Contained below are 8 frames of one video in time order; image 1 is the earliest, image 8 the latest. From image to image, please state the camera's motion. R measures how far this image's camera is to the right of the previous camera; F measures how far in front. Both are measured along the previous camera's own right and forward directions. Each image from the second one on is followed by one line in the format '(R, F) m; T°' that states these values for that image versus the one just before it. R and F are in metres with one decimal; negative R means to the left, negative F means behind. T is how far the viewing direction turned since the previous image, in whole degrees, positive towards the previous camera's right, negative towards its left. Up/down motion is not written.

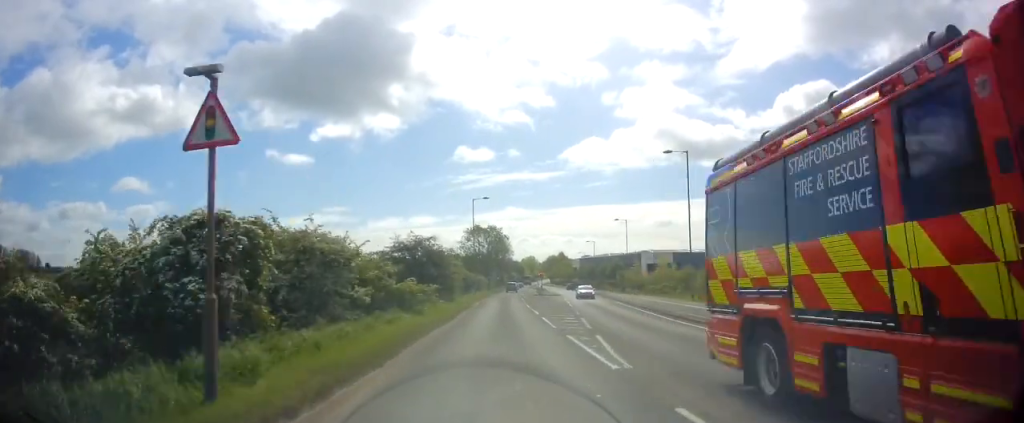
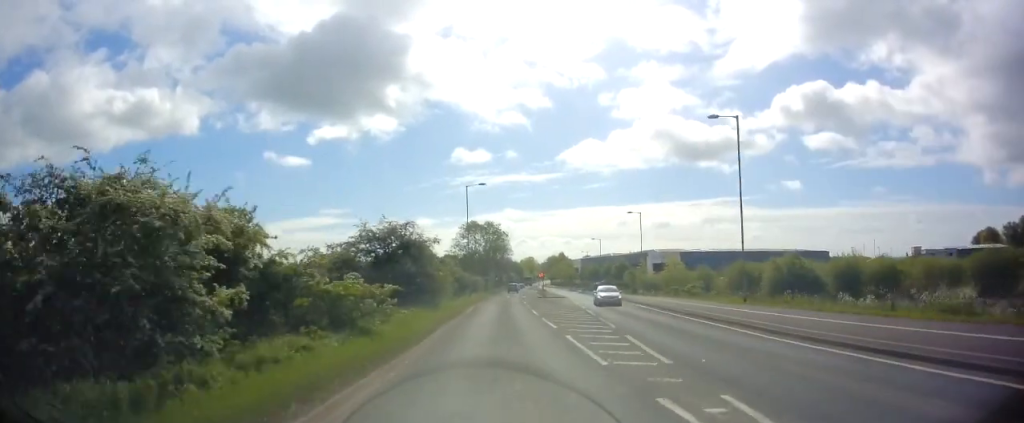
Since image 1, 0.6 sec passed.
(-0.4, +8.6) m; 0°
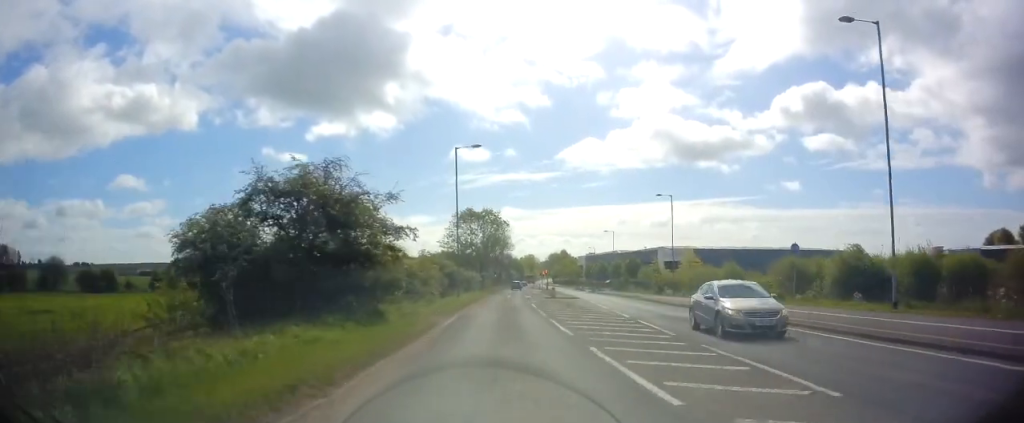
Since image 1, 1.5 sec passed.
(+0.2, +12.6) m; +1°
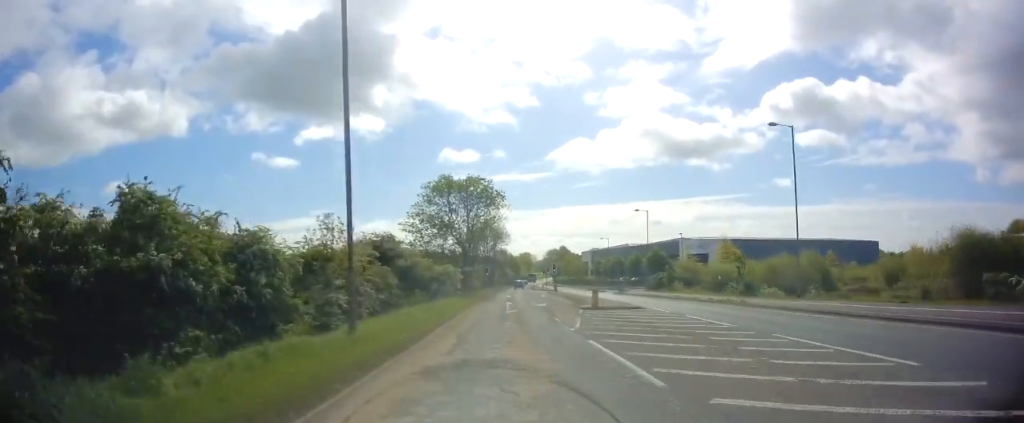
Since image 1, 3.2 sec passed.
(0.0, +25.7) m; 0°
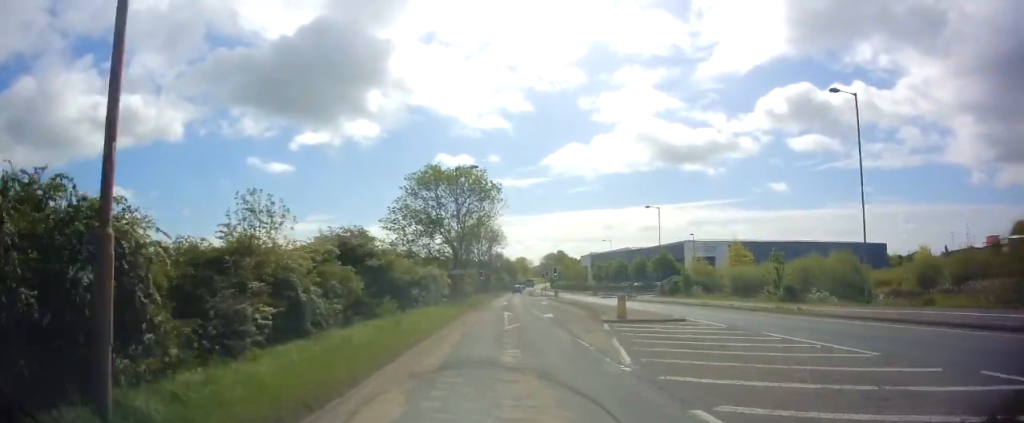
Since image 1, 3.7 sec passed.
(-0.1, +7.2) m; +1°
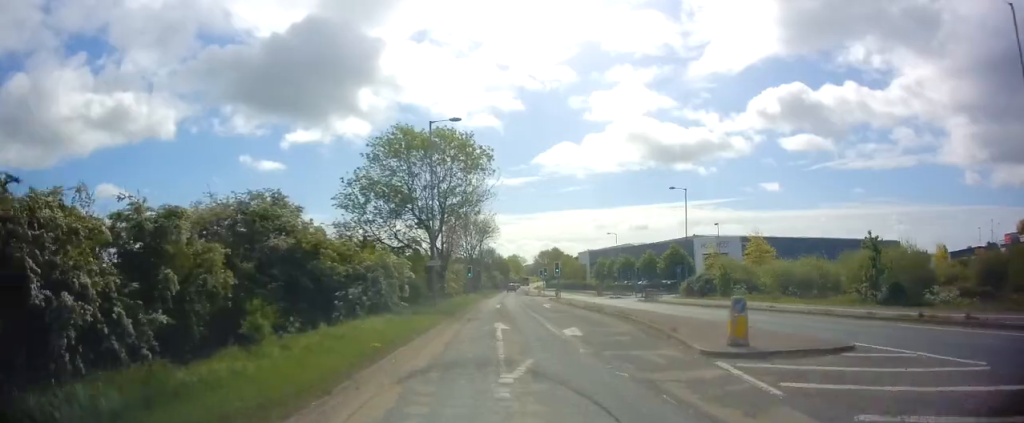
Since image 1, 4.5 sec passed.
(+0.3, +11.6) m; +1°
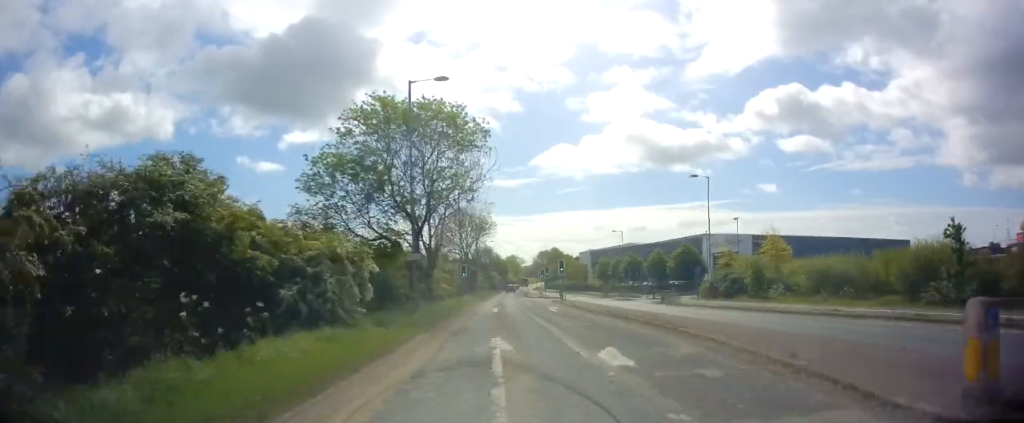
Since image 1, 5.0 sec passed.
(+0.1, +6.3) m; +1°
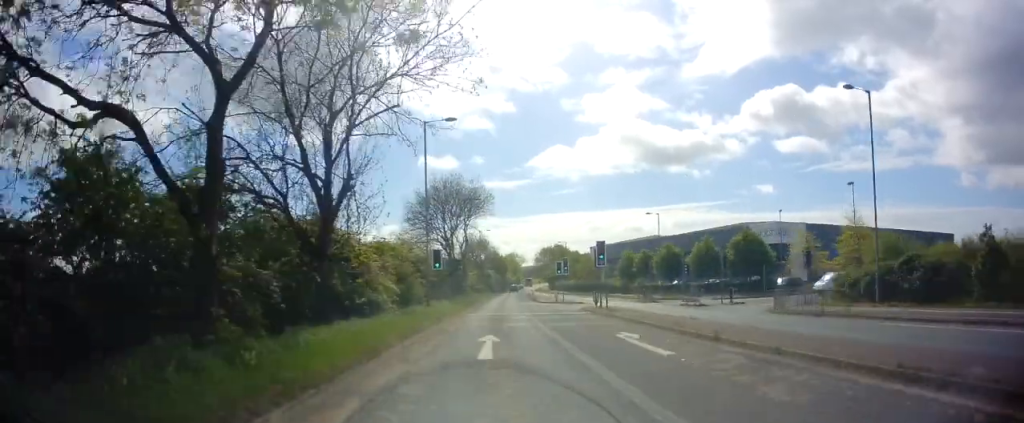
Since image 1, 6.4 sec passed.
(-0.3, +22.1) m; -1°
